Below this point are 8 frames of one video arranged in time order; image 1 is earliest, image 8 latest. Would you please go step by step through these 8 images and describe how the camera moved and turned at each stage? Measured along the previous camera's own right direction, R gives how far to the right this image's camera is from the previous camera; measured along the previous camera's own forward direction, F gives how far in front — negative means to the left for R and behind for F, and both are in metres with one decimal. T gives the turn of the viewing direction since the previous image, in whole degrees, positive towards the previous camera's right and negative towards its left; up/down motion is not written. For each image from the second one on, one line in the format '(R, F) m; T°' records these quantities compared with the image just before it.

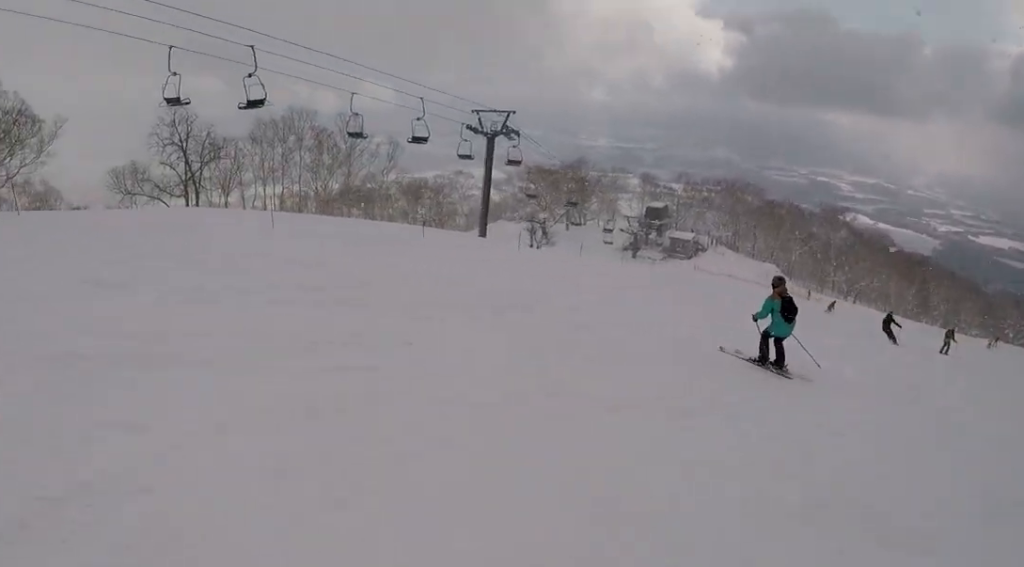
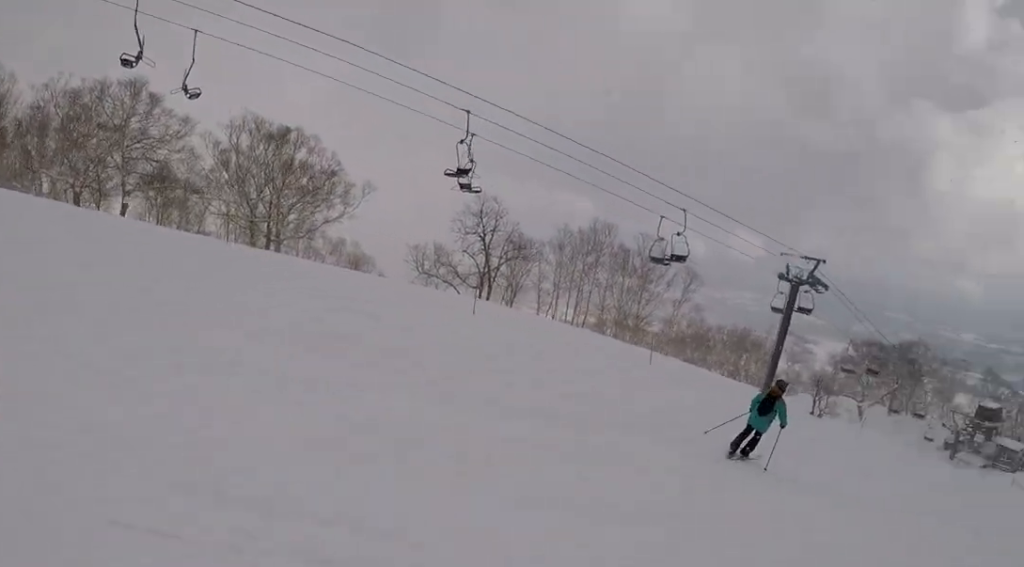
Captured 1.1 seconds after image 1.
(-2.0, +5.5) m; -38°
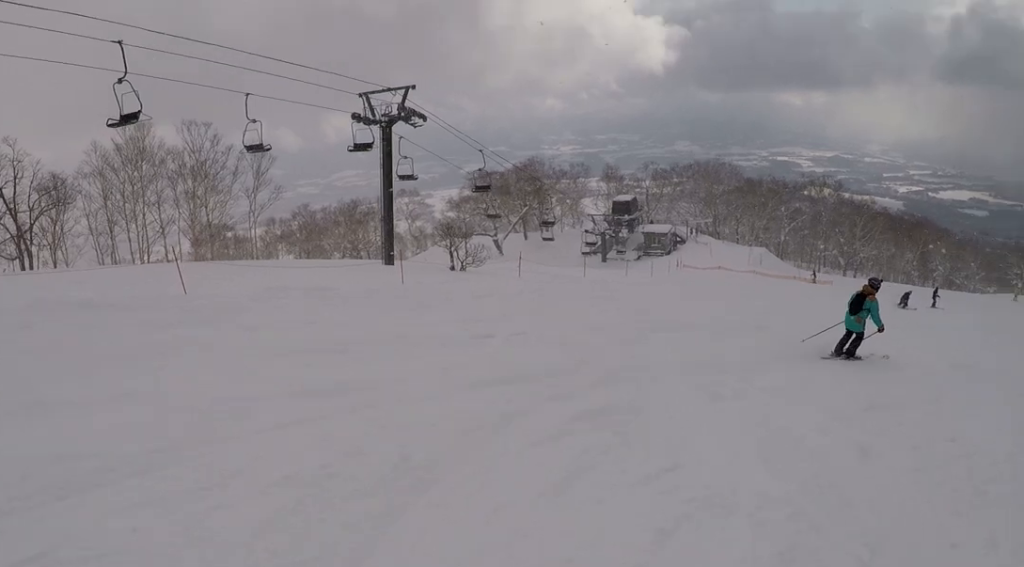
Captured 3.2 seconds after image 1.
(-0.3, +10.2) m; +31°
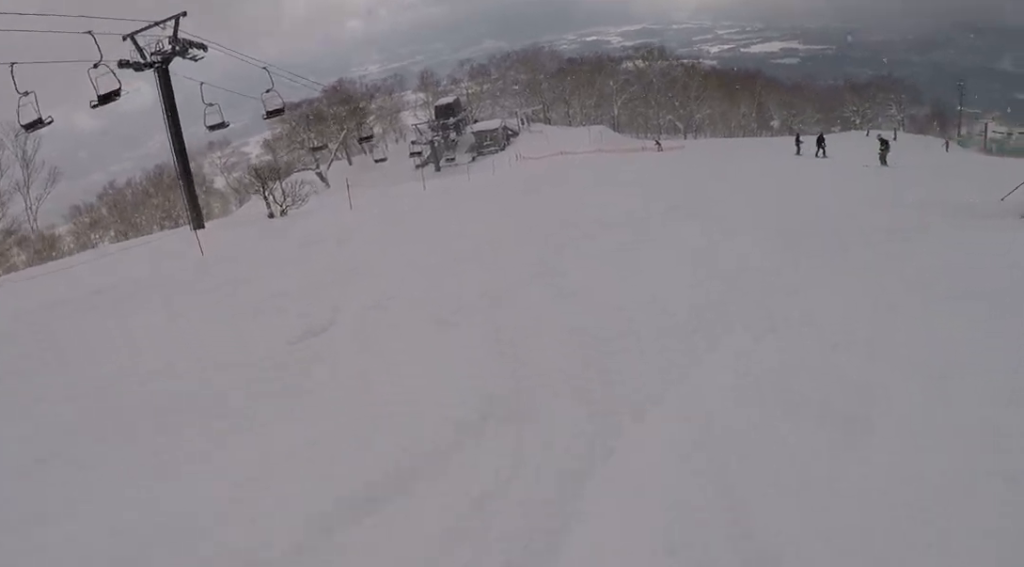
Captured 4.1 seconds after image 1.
(+1.7, +4.5) m; +29°
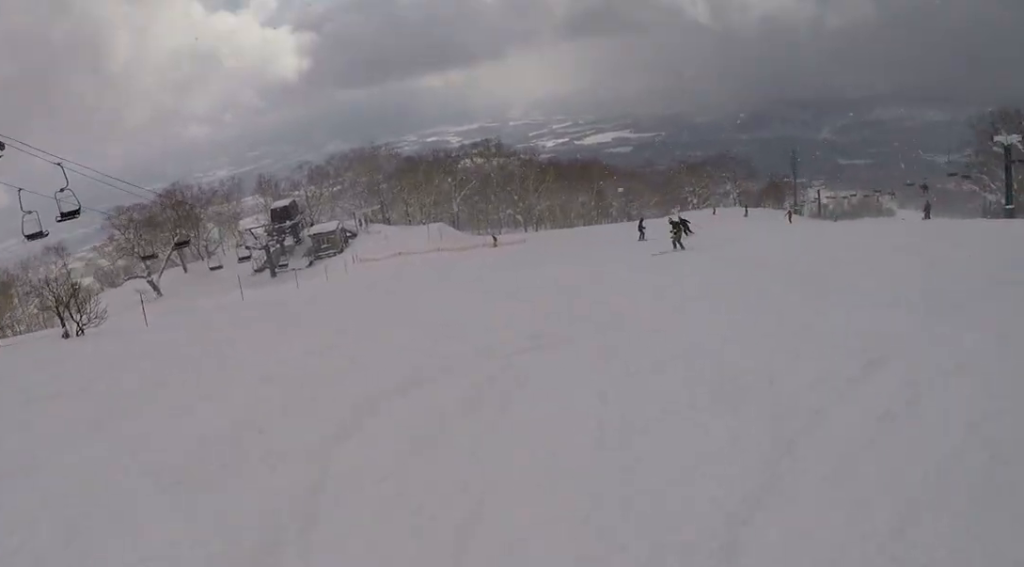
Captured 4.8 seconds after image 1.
(+0.6, +3.3) m; +16°
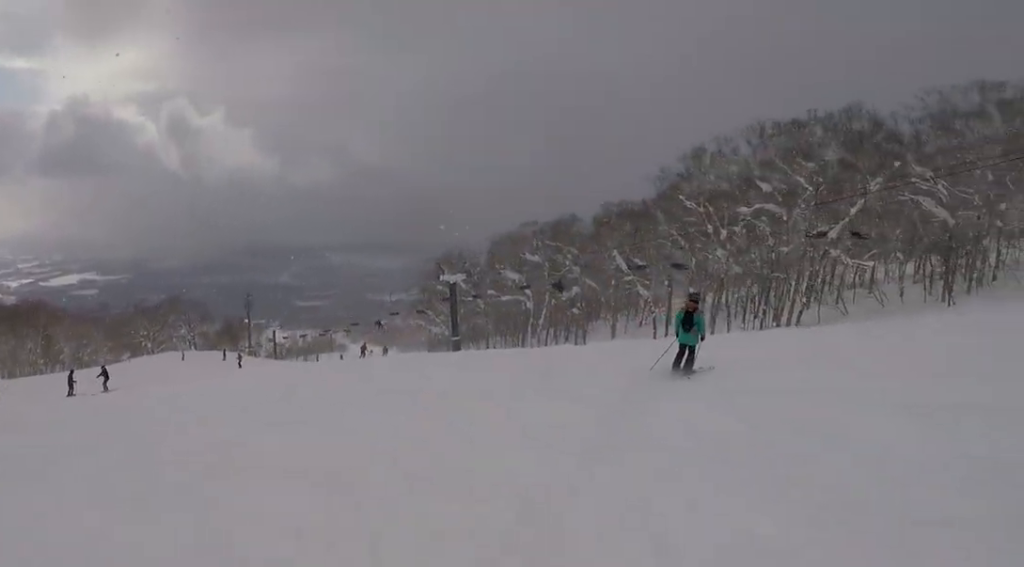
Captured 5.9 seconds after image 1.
(+1.3, +5.4) m; +19°
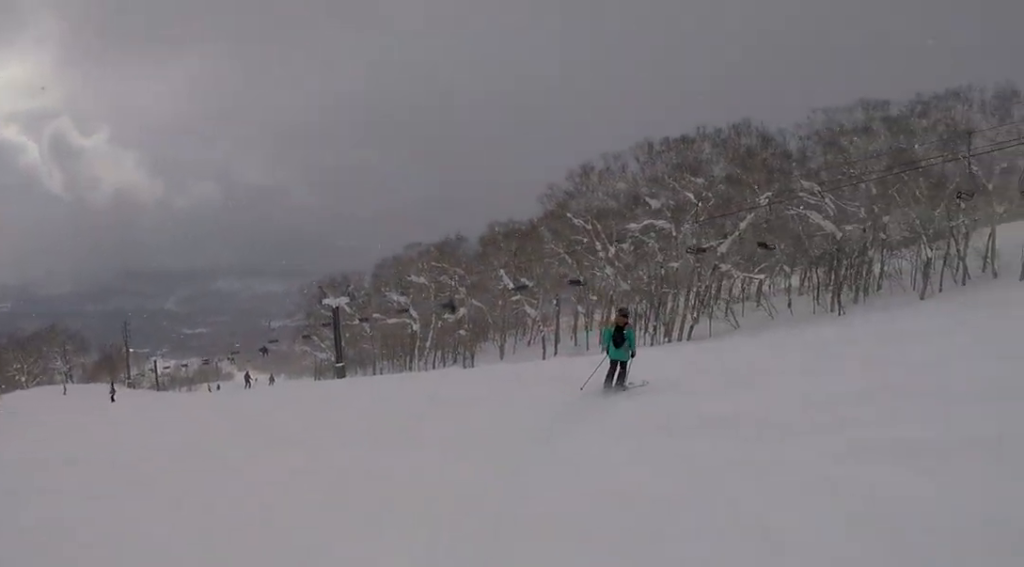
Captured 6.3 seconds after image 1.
(+0.2, +2.2) m; +6°
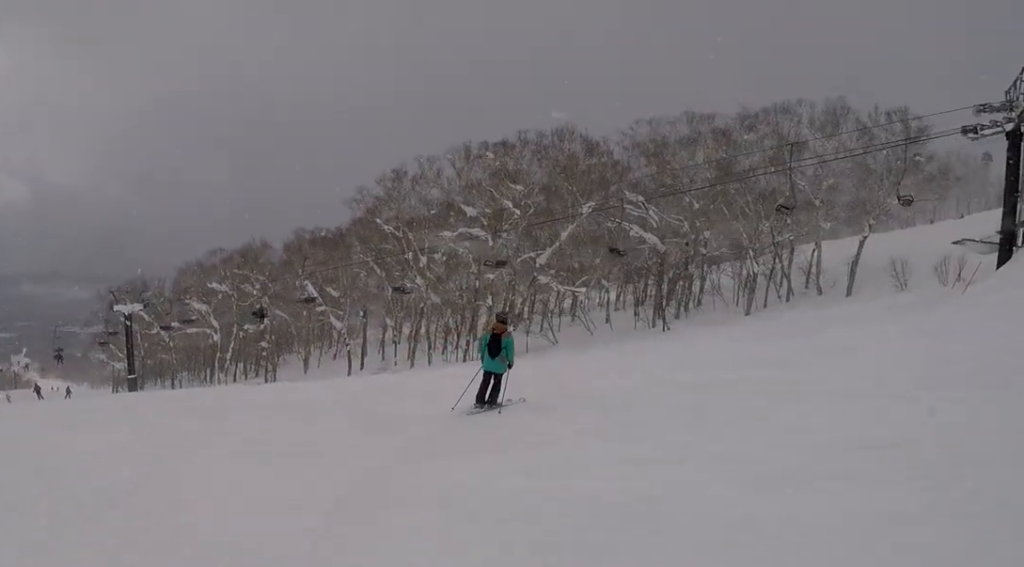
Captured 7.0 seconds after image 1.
(-0.1, +3.1) m; +15°
